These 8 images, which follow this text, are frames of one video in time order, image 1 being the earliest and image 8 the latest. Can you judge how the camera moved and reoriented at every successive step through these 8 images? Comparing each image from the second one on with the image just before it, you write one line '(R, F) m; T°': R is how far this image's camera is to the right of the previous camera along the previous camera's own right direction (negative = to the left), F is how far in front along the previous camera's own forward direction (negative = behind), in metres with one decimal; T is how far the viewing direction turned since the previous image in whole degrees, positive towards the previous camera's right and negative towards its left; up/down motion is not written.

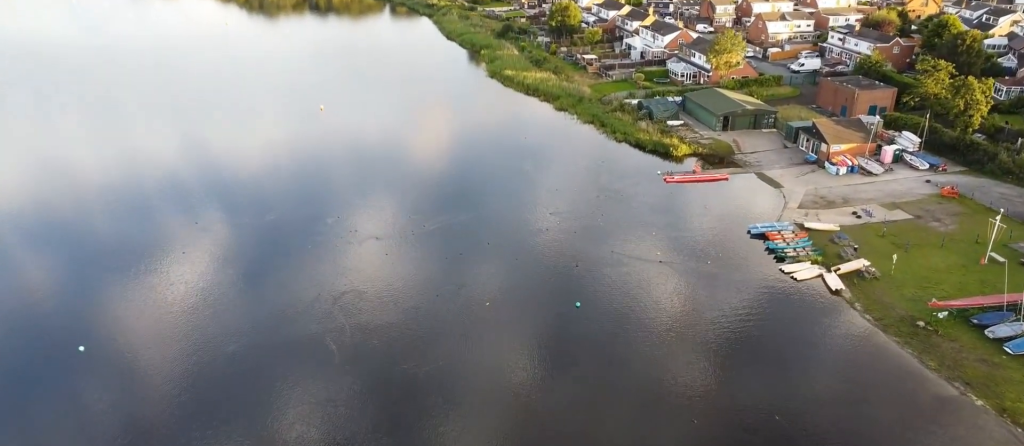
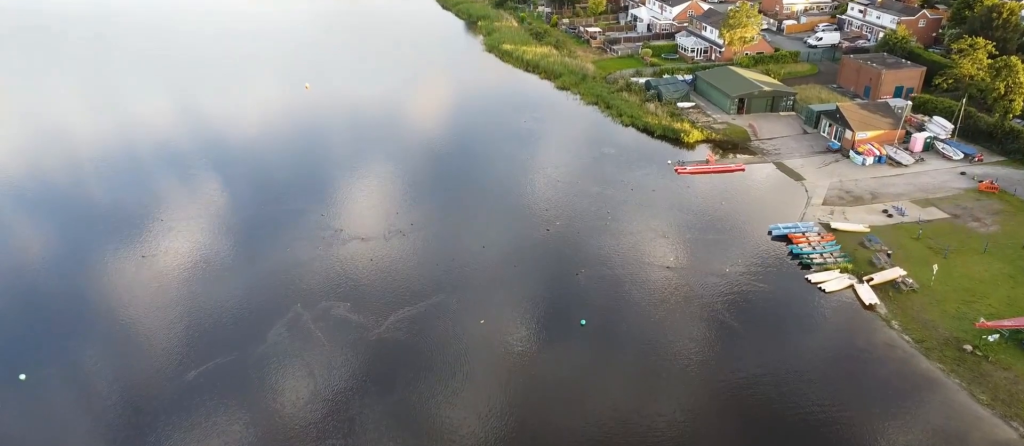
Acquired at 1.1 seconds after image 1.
(+0.1, +8.7) m; +1°
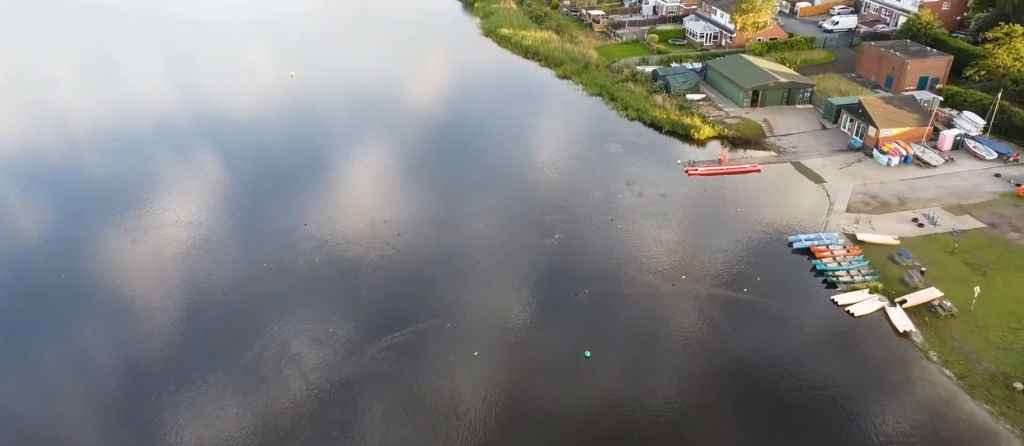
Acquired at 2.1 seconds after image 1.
(0.0, +7.7) m; 0°
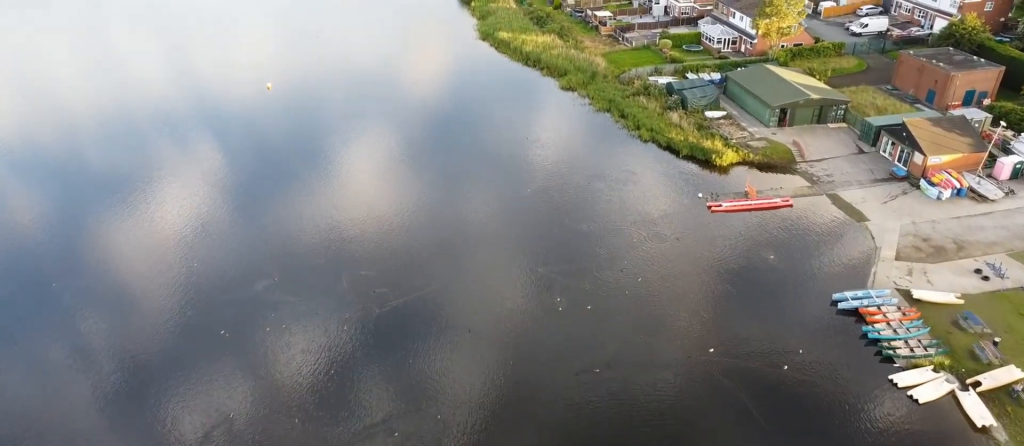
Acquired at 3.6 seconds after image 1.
(0.0, +12.2) m; 0°
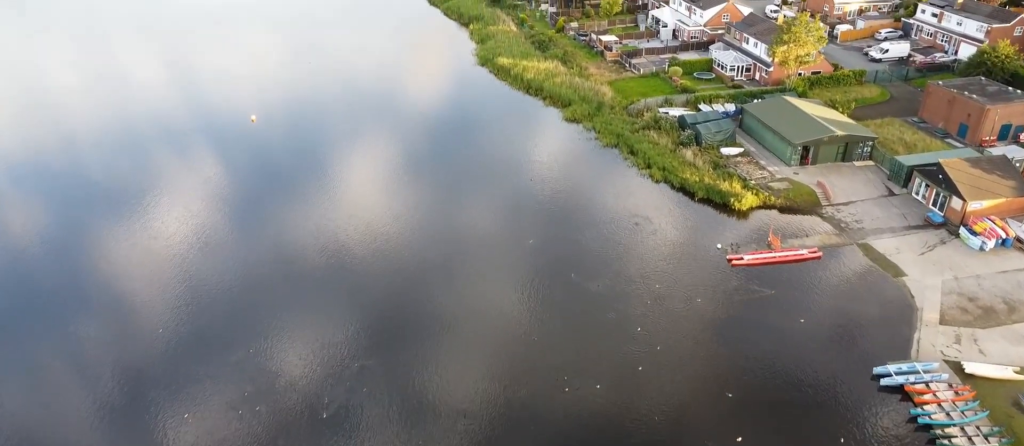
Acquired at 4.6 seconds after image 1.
(-0.1, +8.2) m; -1°
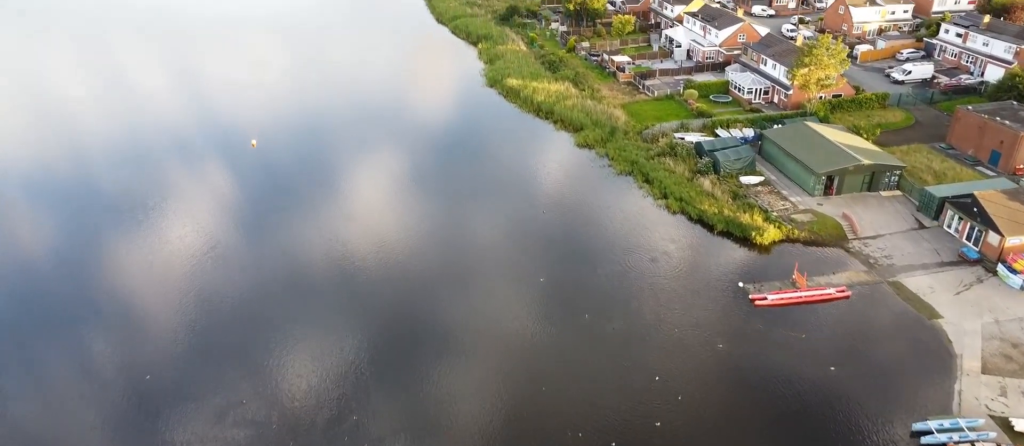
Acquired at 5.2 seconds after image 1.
(0.0, +4.5) m; -1°
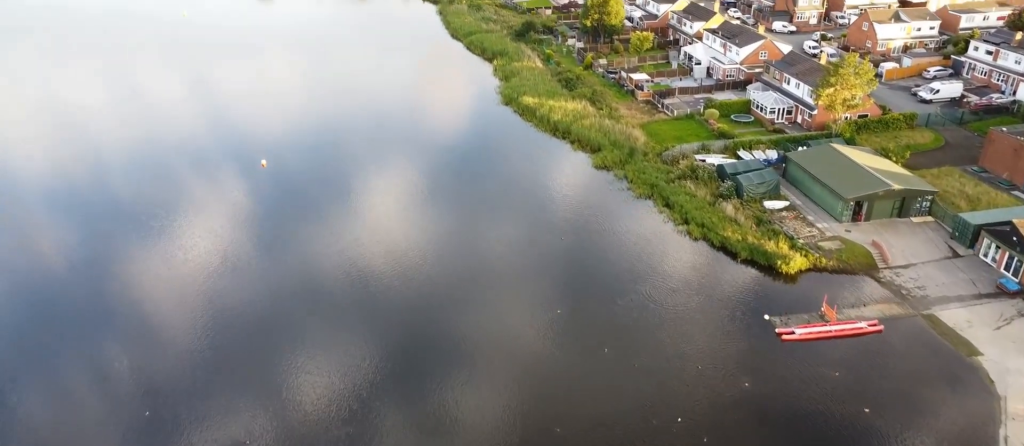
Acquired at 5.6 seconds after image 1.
(0.0, +3.2) m; -1°
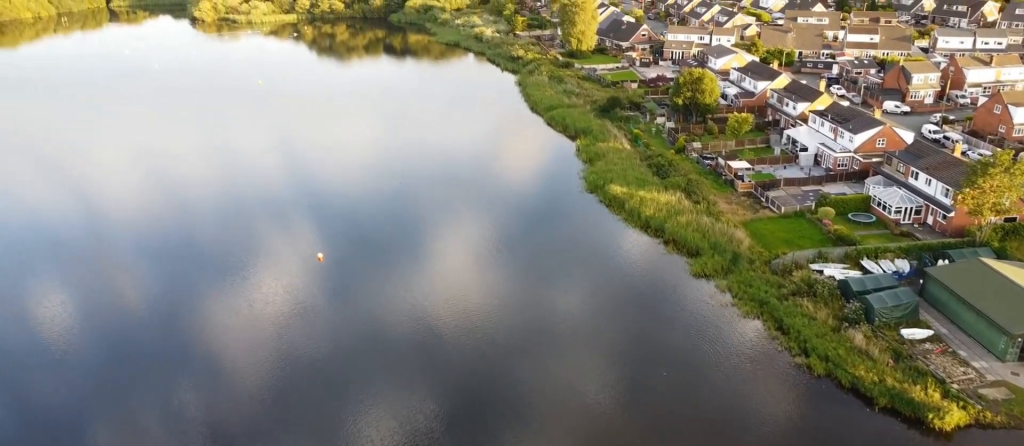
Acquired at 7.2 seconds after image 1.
(-0.9, +13.0) m; -8°
